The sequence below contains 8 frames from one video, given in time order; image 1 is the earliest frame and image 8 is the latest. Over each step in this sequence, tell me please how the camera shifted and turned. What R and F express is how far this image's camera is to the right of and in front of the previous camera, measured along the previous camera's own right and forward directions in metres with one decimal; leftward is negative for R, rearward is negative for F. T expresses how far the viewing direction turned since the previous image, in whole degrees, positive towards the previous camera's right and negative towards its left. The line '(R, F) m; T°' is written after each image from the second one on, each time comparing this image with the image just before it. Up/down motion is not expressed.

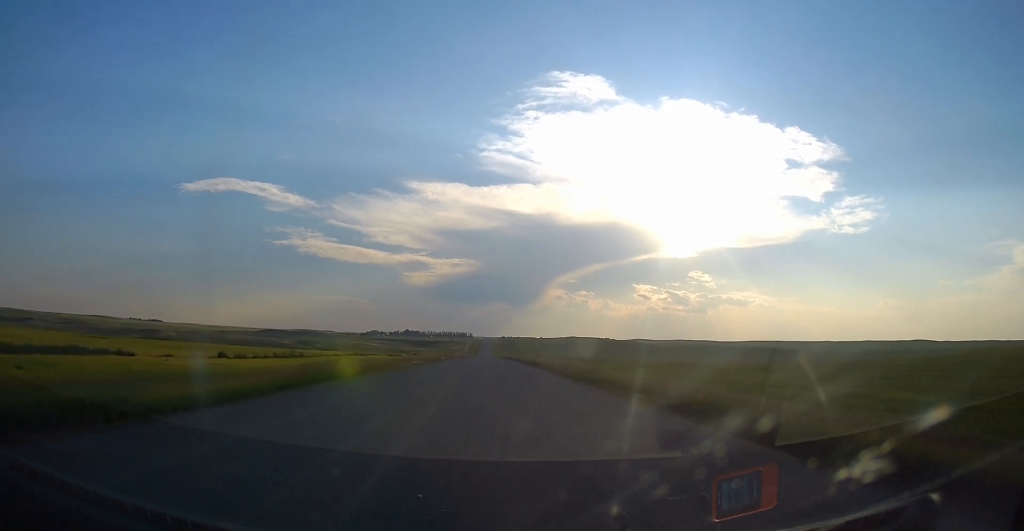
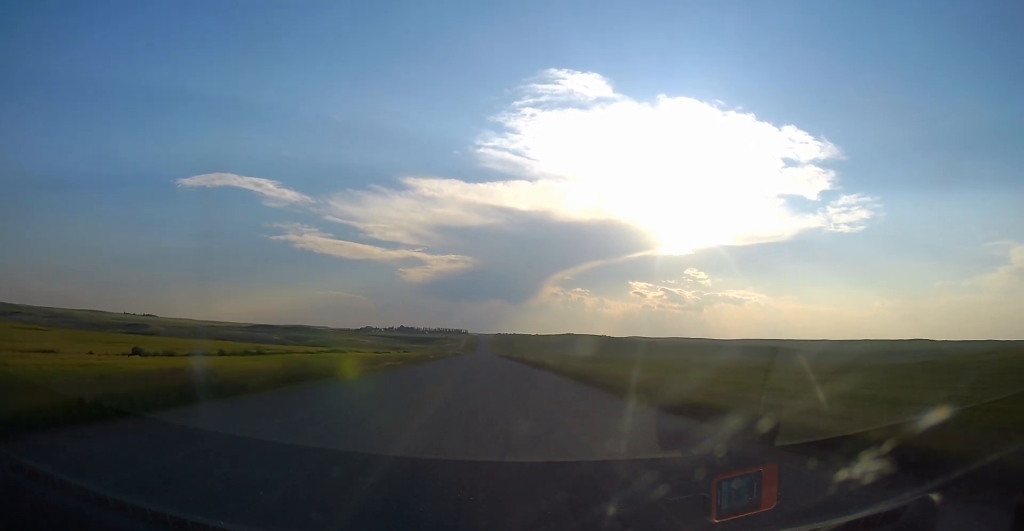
(0.0, +14.2) m; 0°
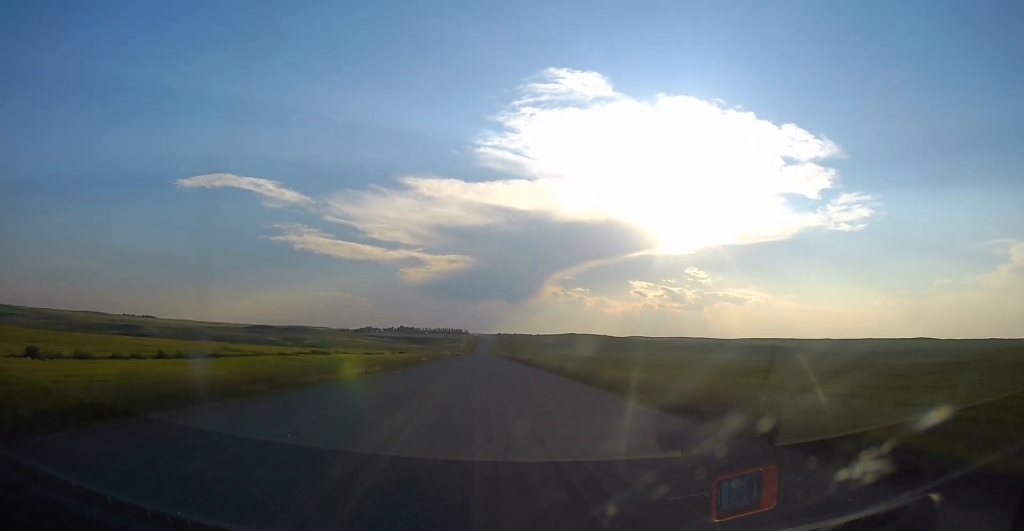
(0.0, +11.5) m; 0°
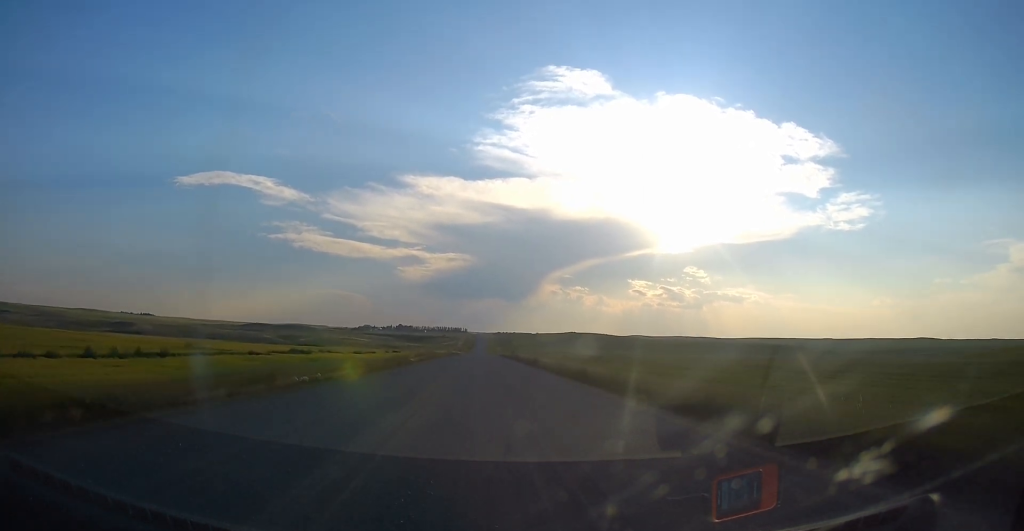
(0.0, +9.5) m; 0°
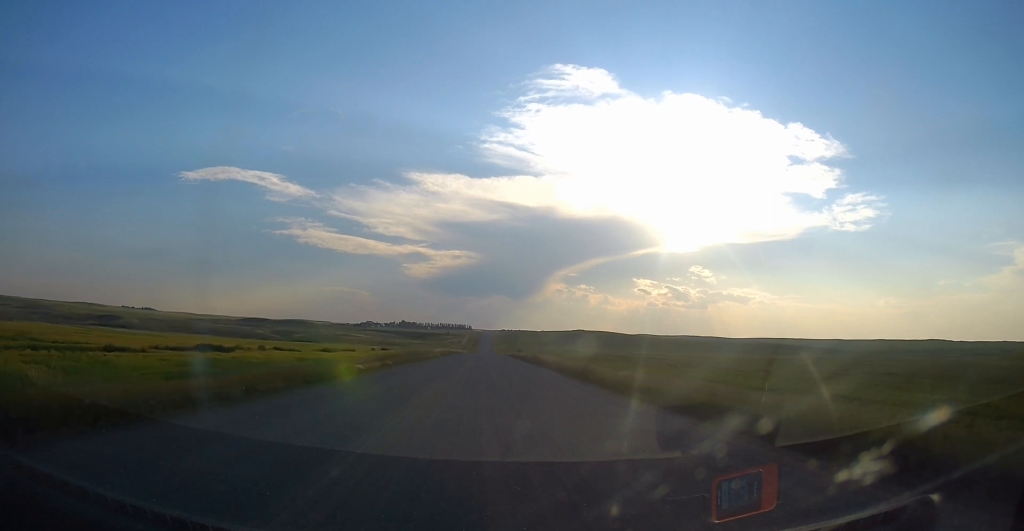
(0.0, +27.7) m; 0°
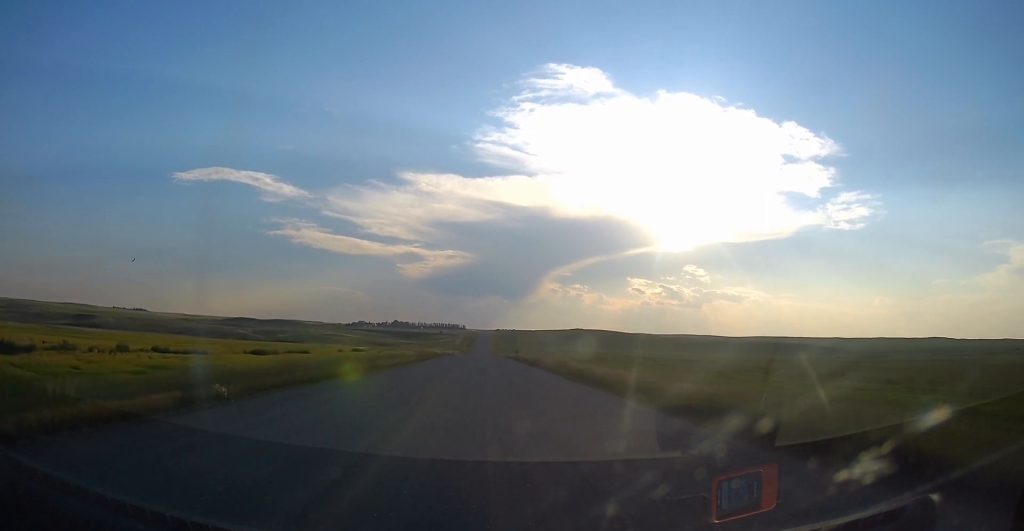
(0.0, +26.9) m; 0°
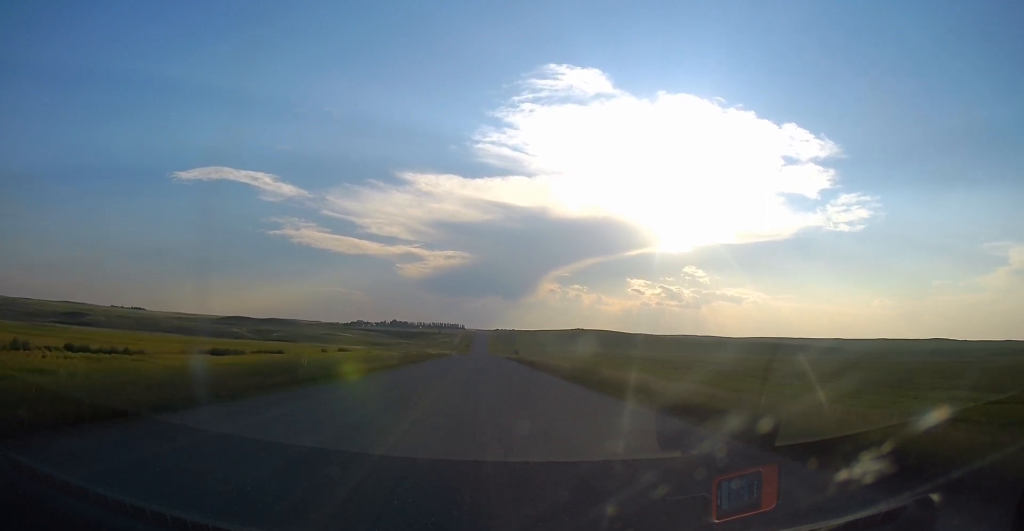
(0.0, +10.9) m; 0°
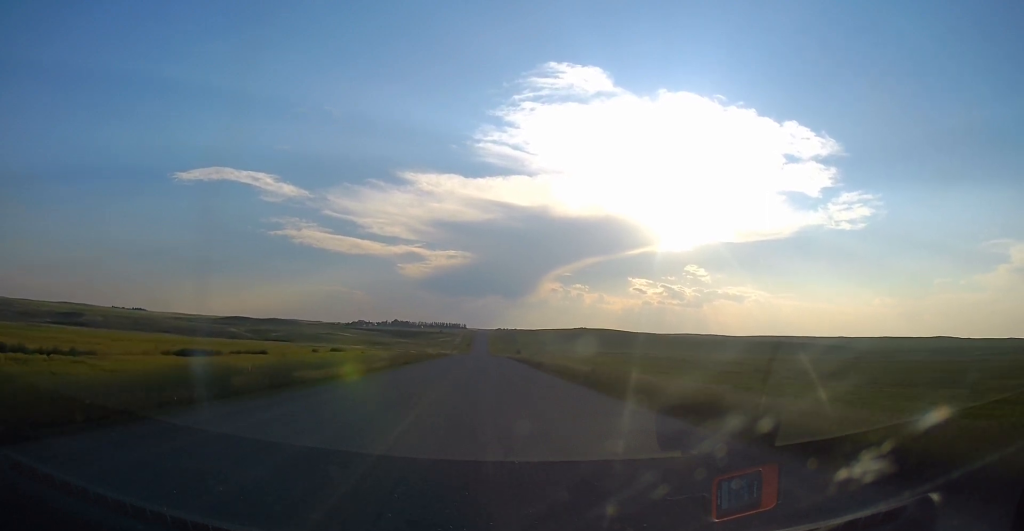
(0.0, +6.5) m; 0°
